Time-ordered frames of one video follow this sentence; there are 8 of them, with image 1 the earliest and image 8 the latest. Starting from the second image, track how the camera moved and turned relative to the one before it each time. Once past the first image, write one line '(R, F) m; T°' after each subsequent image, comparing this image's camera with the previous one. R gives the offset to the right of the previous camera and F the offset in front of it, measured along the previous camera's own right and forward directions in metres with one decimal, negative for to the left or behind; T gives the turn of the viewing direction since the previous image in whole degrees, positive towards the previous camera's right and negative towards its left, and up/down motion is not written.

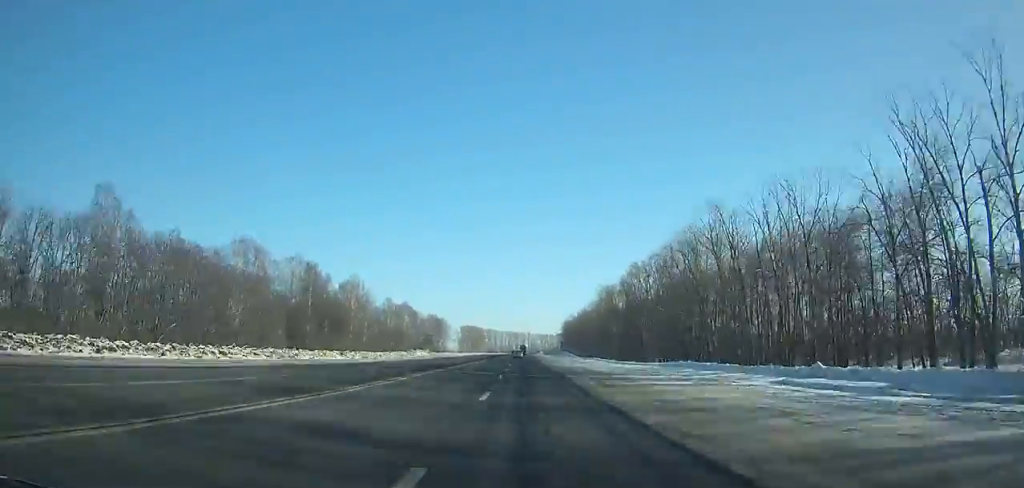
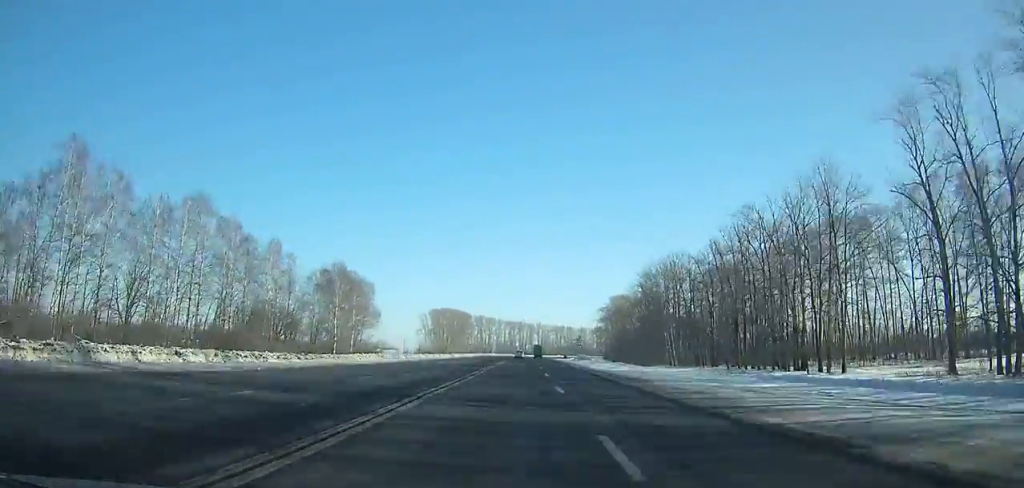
(-0.6, +188.3) m; 0°
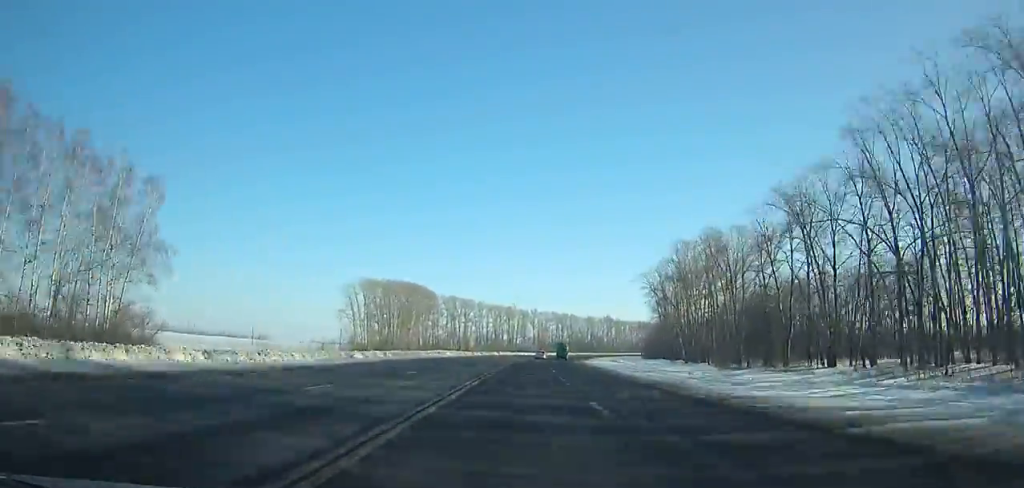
(+2.0, +112.9) m; +3°
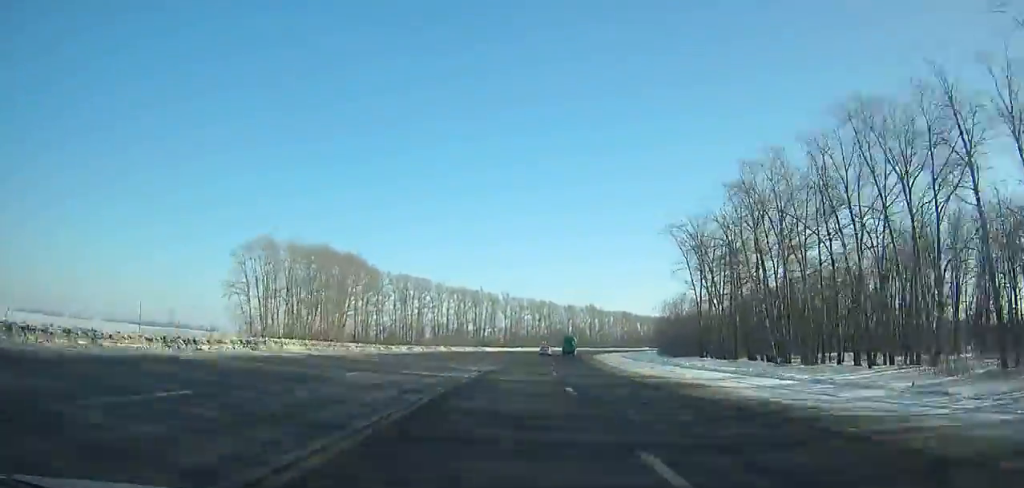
(+0.1, +53.4) m; +3°
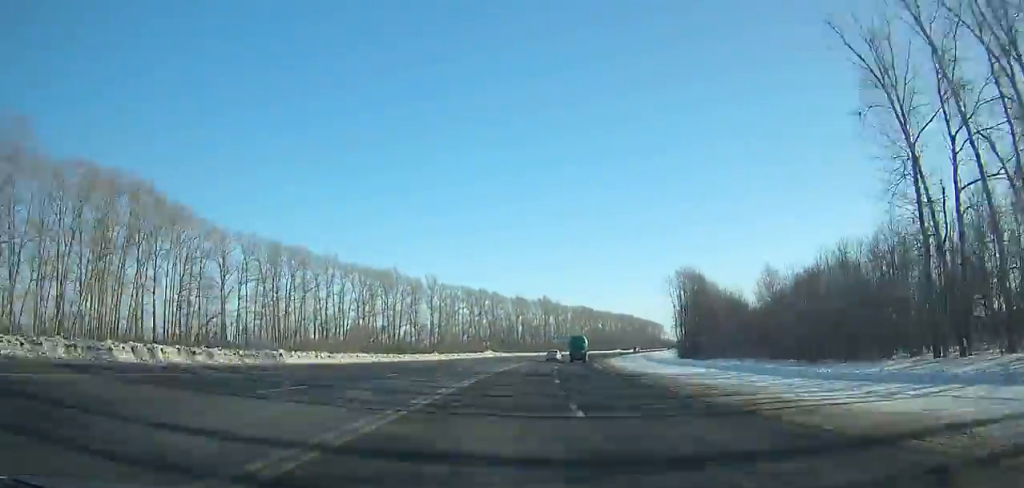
(+3.3, +74.7) m; +6°
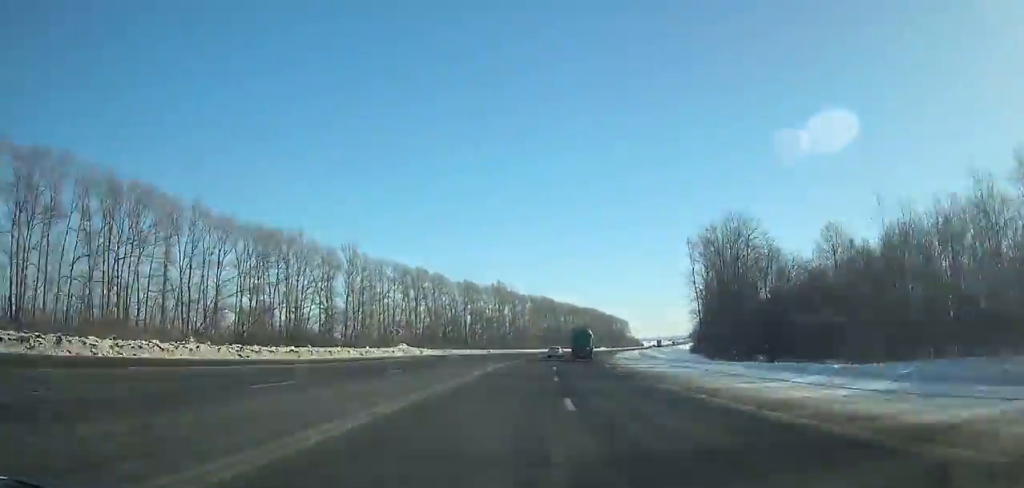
(+2.8, +46.3) m; +4°
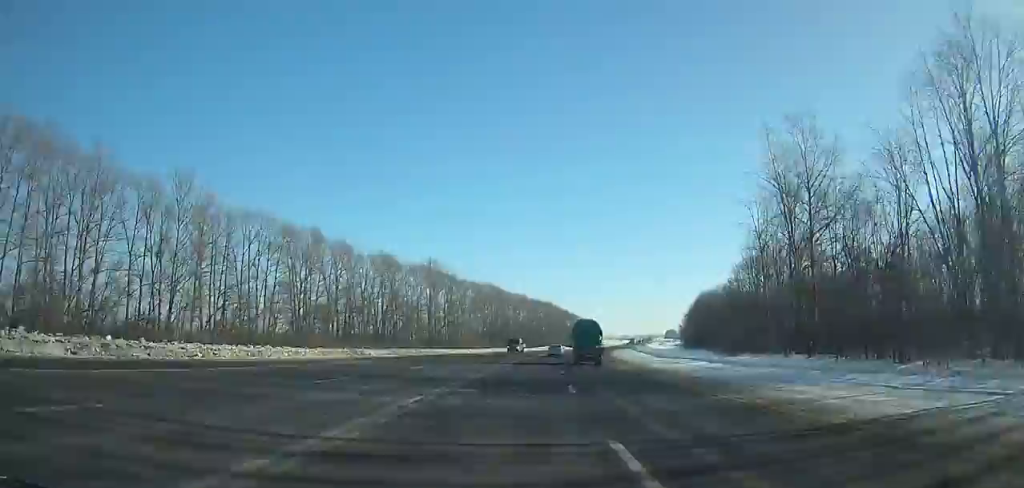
(+1.9, +54.1) m; +5°
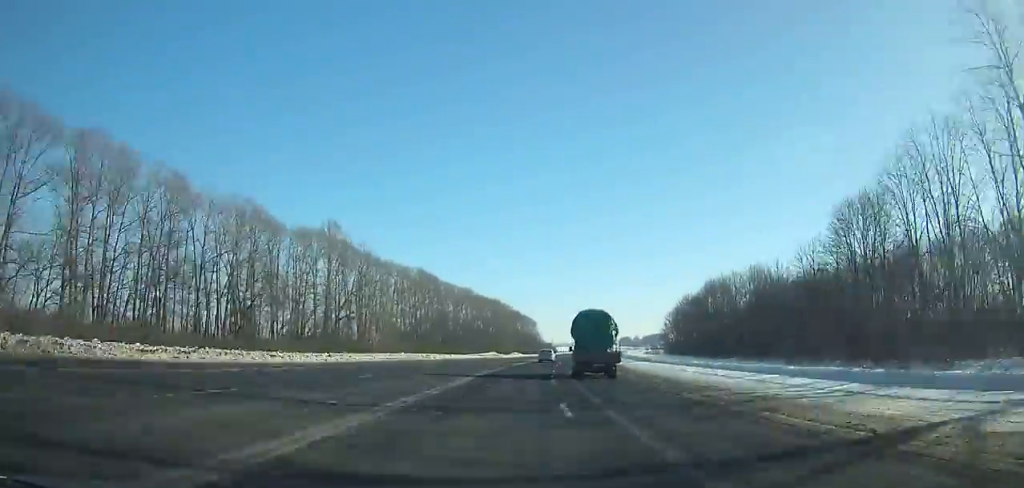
(+2.8, +53.5) m; +4°
